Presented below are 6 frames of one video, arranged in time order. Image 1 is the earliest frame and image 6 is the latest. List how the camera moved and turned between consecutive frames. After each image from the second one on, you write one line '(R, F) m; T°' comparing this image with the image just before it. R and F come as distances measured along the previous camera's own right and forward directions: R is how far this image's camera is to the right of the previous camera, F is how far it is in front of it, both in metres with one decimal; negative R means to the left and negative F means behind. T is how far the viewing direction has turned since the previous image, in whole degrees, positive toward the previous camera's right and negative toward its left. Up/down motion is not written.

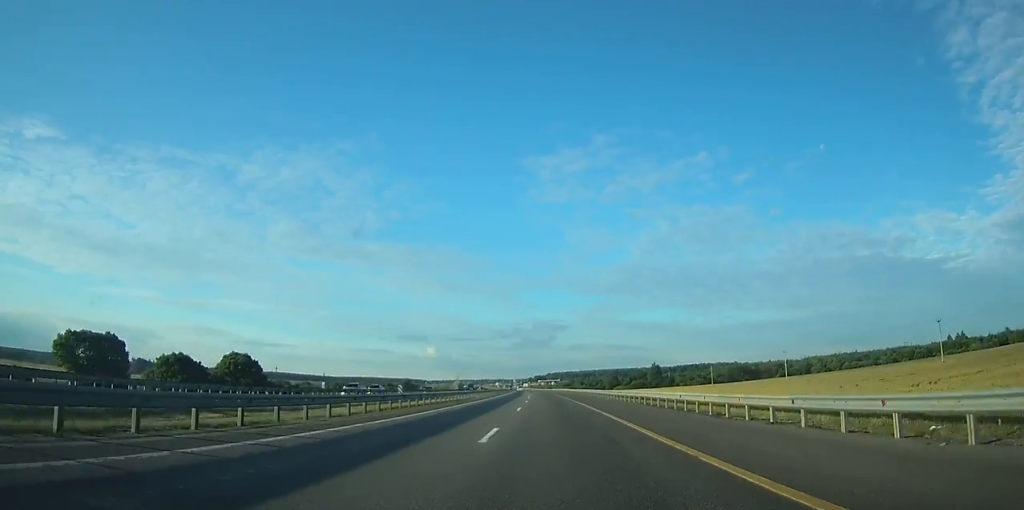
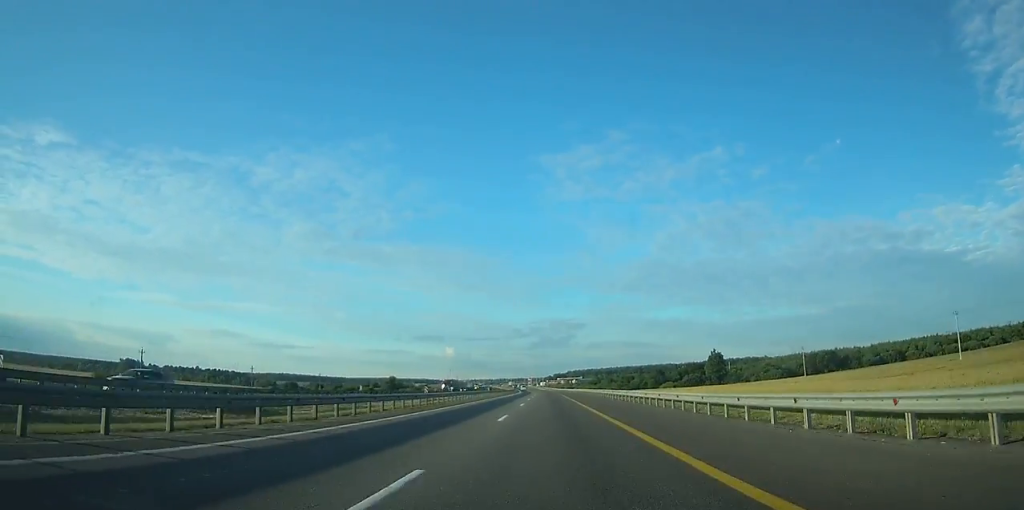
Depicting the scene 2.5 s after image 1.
(-0.9, +72.5) m; -1°
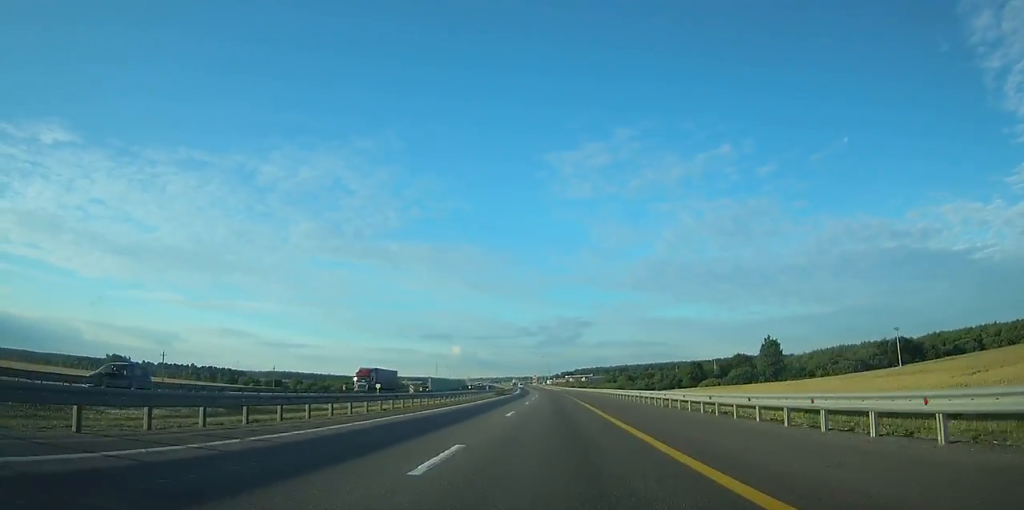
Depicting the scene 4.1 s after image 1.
(-0.3, +45.8) m; -1°
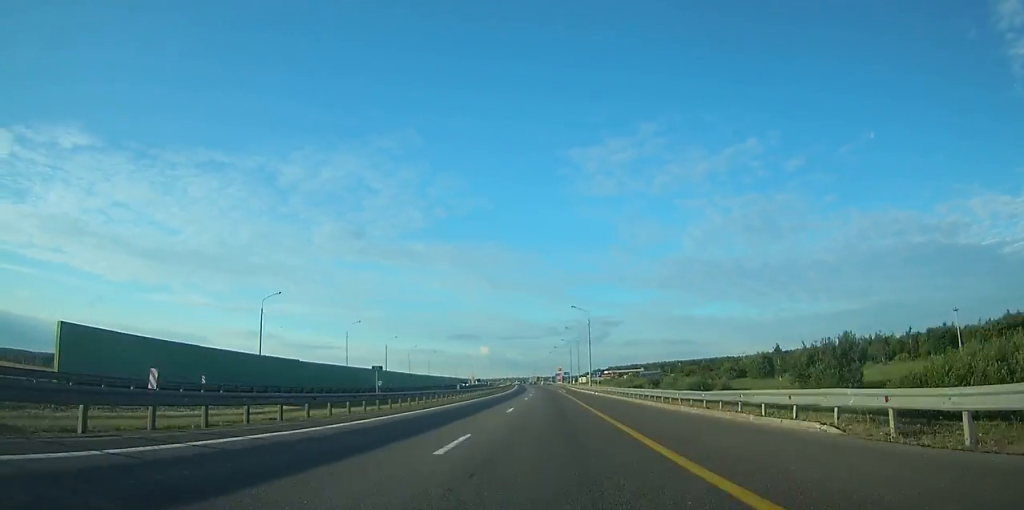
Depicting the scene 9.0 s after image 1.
(-3.0, +142.9) m; -3°
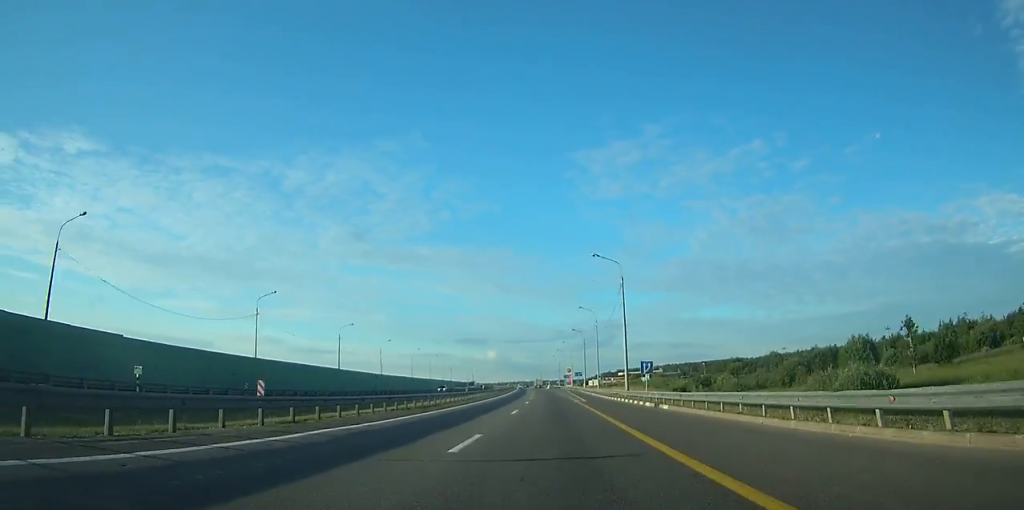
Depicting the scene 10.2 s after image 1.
(-0.3, +36.6) m; -1°
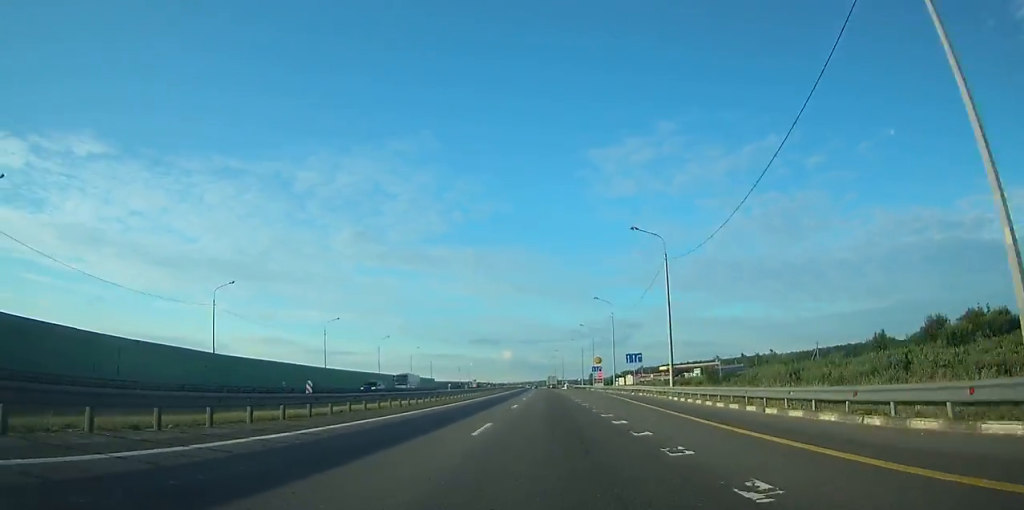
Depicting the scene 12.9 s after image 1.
(-0.9, +79.6) m; -1°
